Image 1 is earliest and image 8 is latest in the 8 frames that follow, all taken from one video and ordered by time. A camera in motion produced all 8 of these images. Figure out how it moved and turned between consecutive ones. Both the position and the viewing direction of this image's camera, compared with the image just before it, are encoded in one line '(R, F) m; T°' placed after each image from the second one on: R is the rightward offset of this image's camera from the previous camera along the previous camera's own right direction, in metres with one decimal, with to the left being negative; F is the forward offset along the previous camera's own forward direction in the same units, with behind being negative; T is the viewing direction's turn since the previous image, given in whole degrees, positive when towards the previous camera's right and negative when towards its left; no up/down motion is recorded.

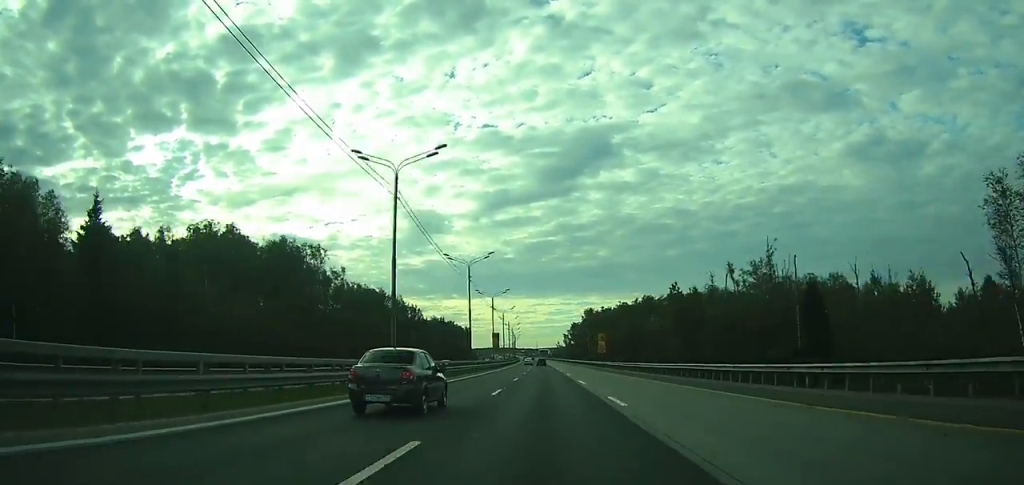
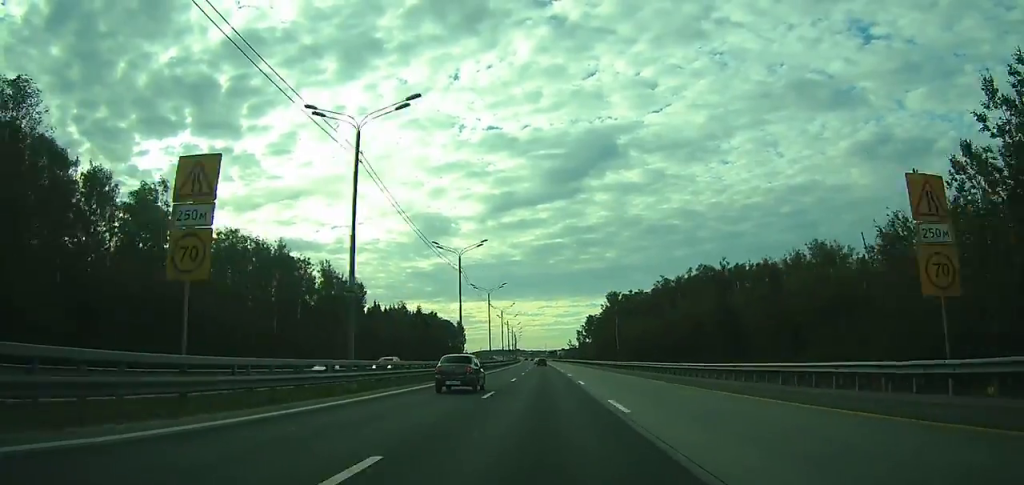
(-0.4, +76.6) m; -1°
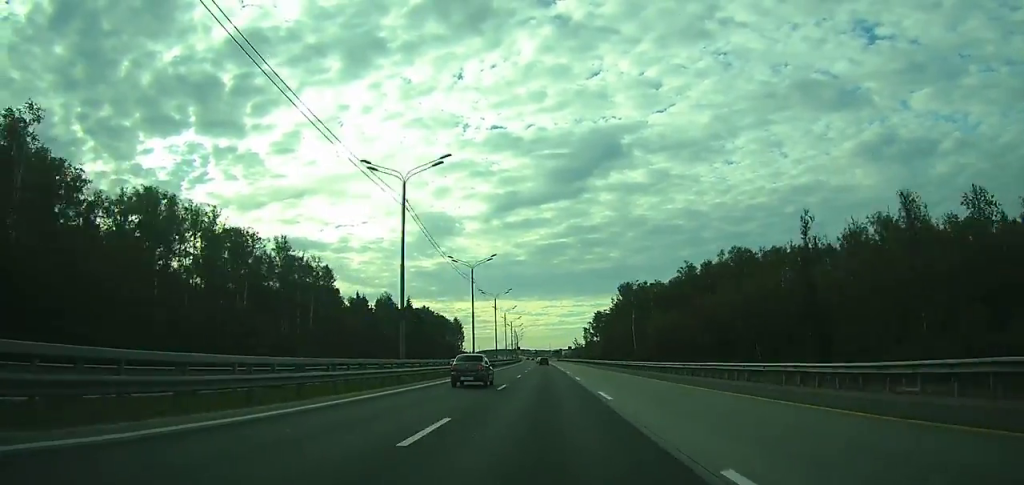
(0.0, +25.0) m; 0°
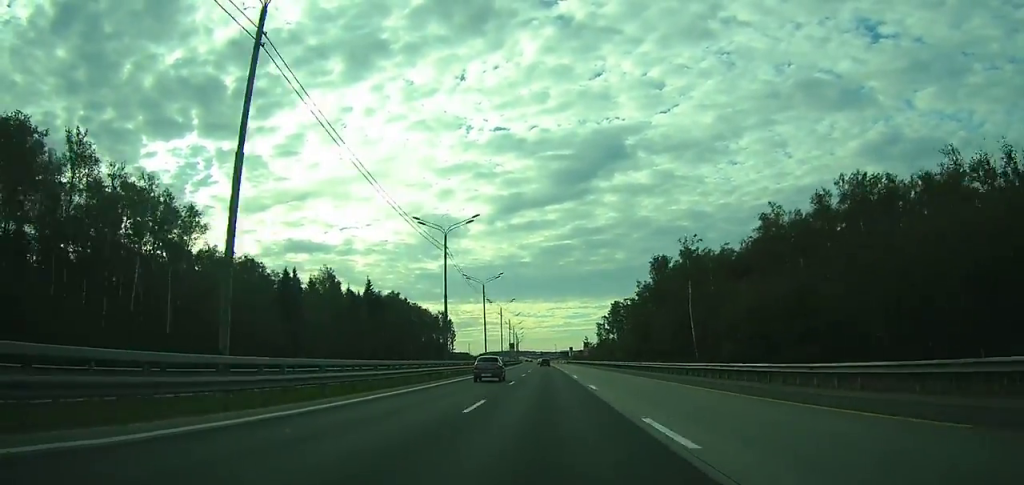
(-0.2, +52.8) m; -1°
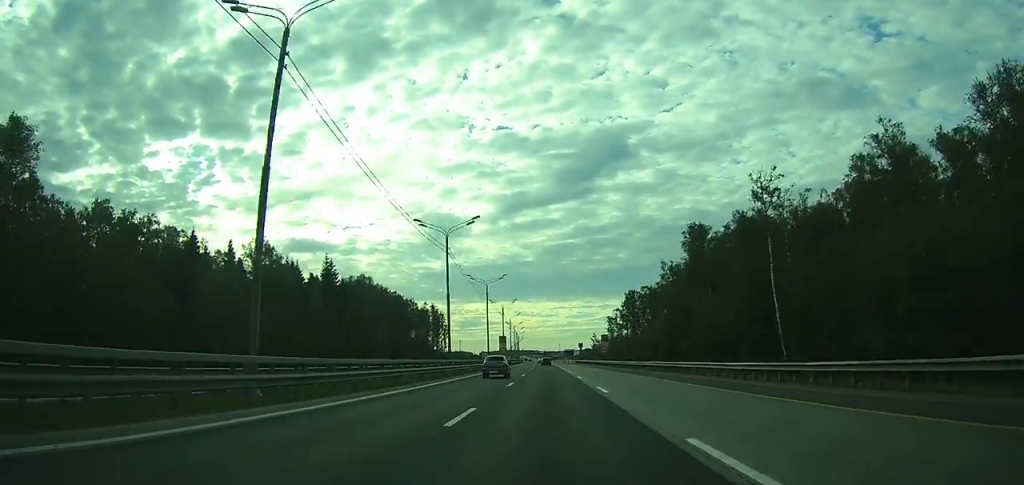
(-0.2, +33.1) m; 0°
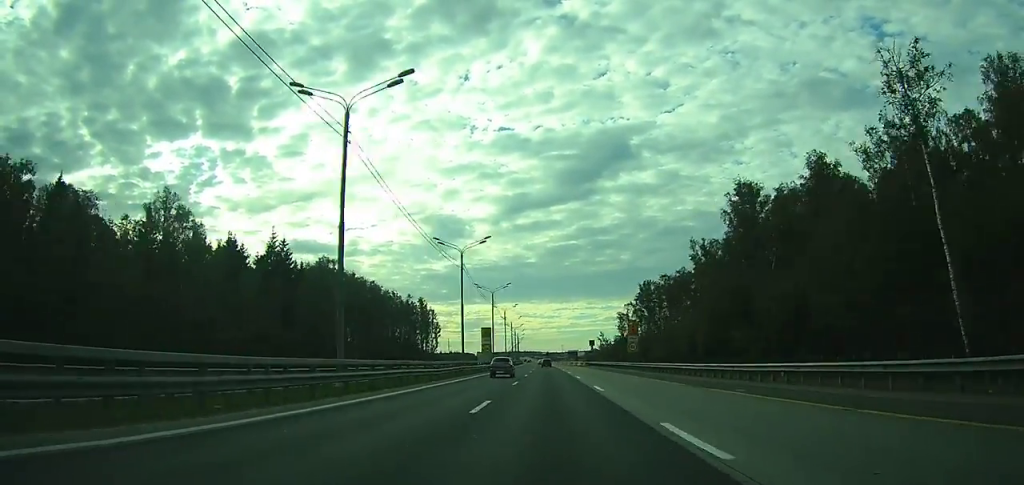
(-0.1, +27.9) m; 0°
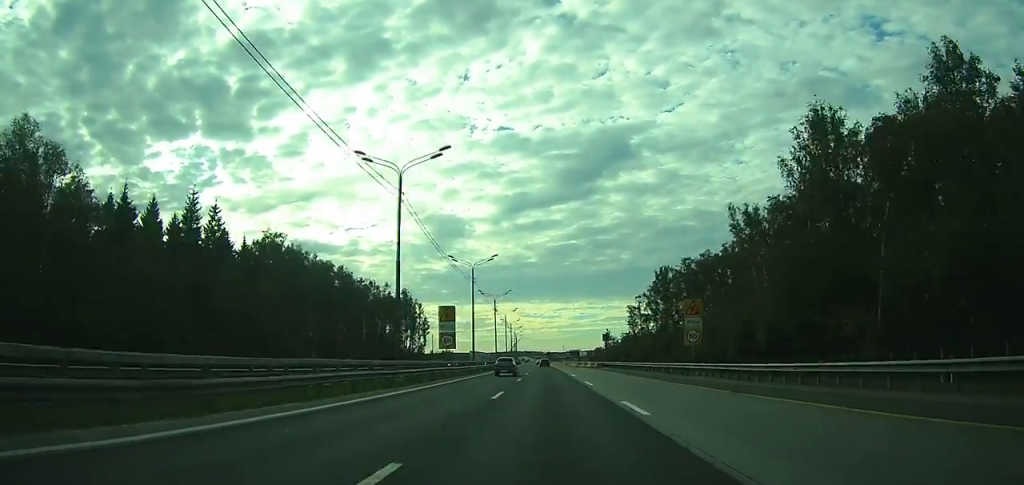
(-0.1, +26.8) m; 0°
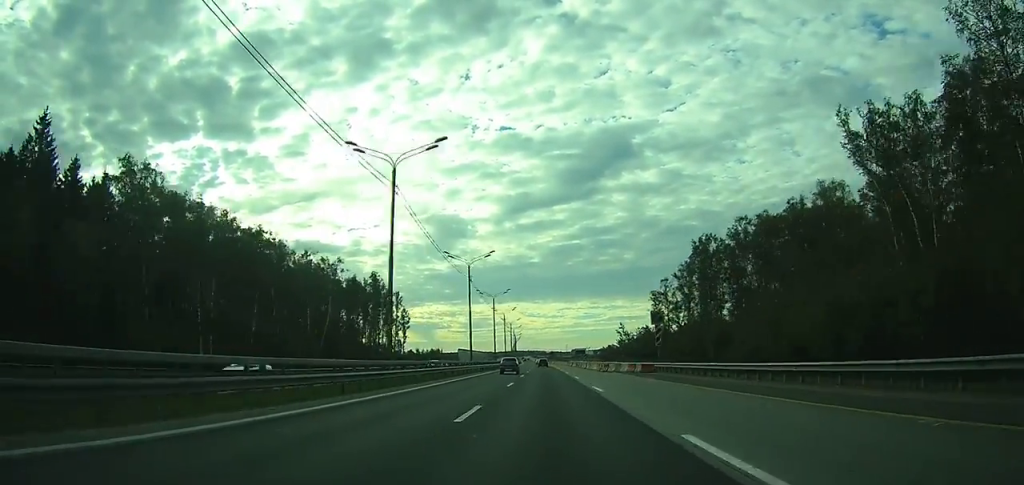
(-0.1, +40.1) m; 0°
